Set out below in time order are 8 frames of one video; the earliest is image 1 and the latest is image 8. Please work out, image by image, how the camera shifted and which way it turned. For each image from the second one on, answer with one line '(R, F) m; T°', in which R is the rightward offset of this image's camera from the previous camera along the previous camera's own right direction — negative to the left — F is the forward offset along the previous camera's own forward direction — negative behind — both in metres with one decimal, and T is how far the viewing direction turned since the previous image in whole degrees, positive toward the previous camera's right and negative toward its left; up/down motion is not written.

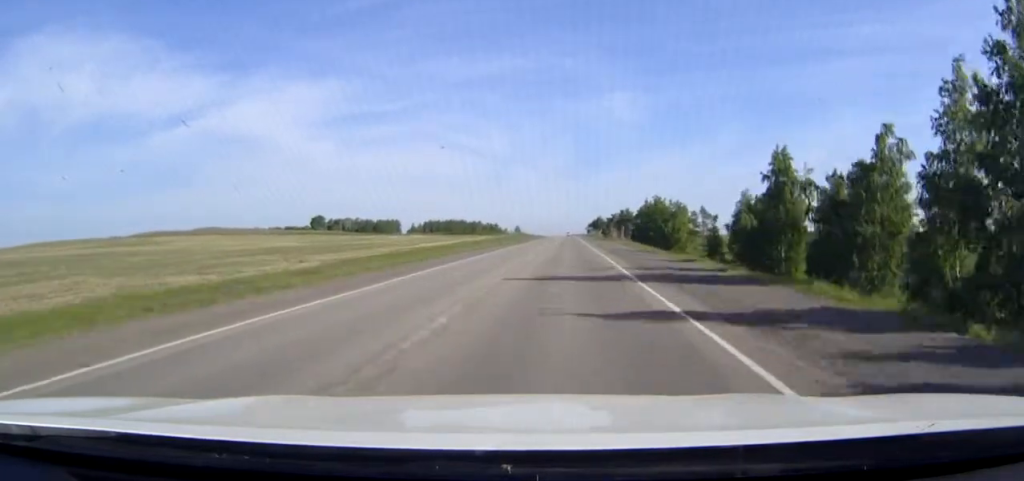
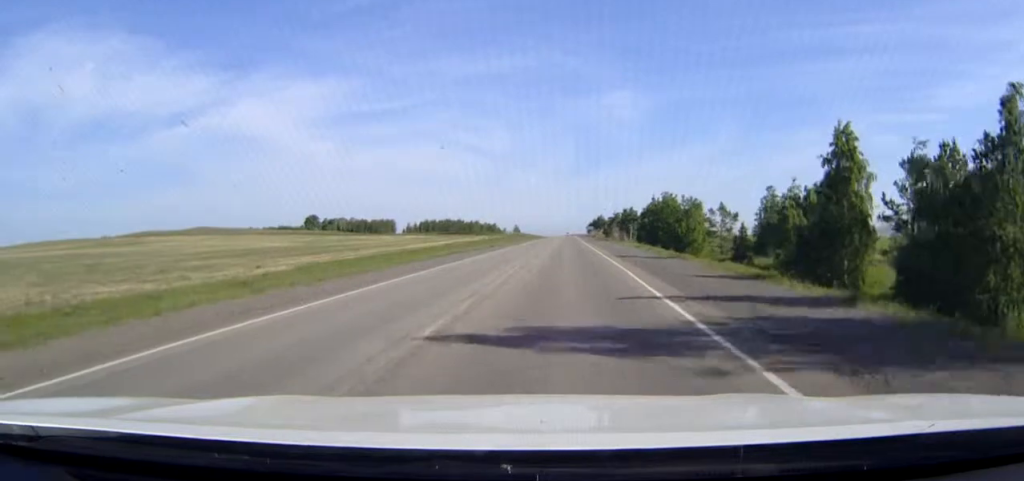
(0.0, +11.9) m; 0°
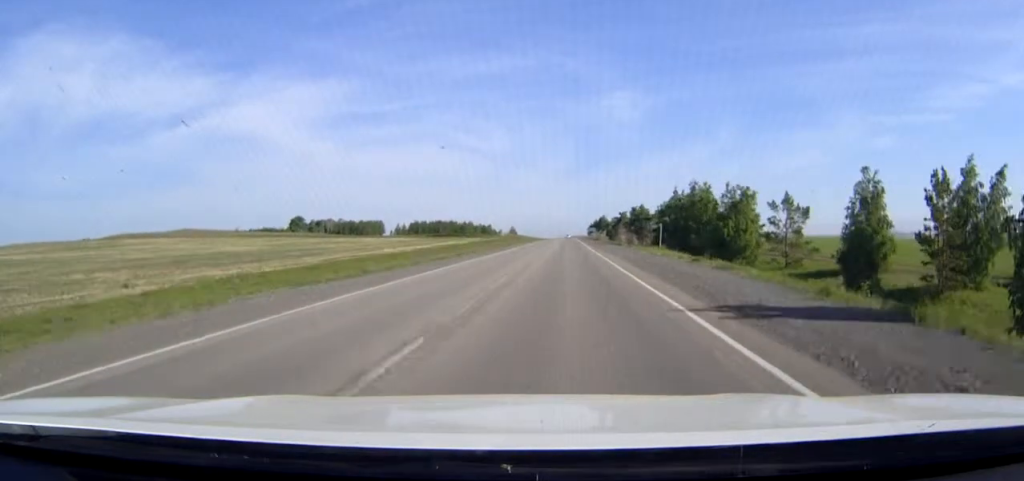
(0.0, +26.5) m; 0°
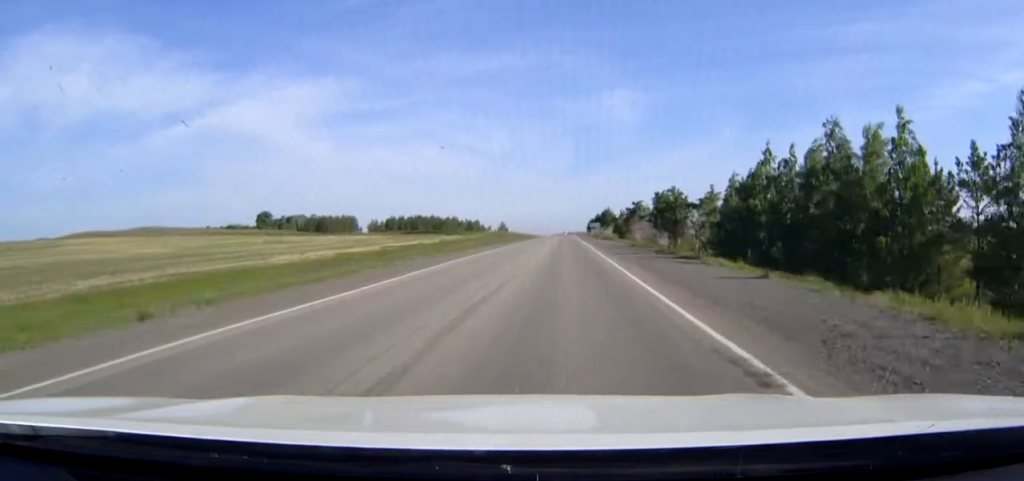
(+0.1, +48.0) m; 0°
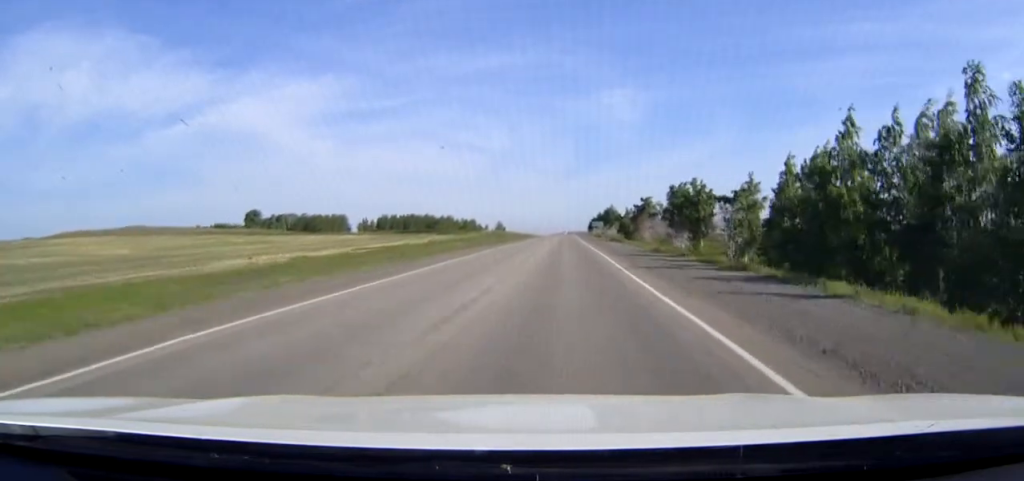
(0.0, +16.3) m; 0°
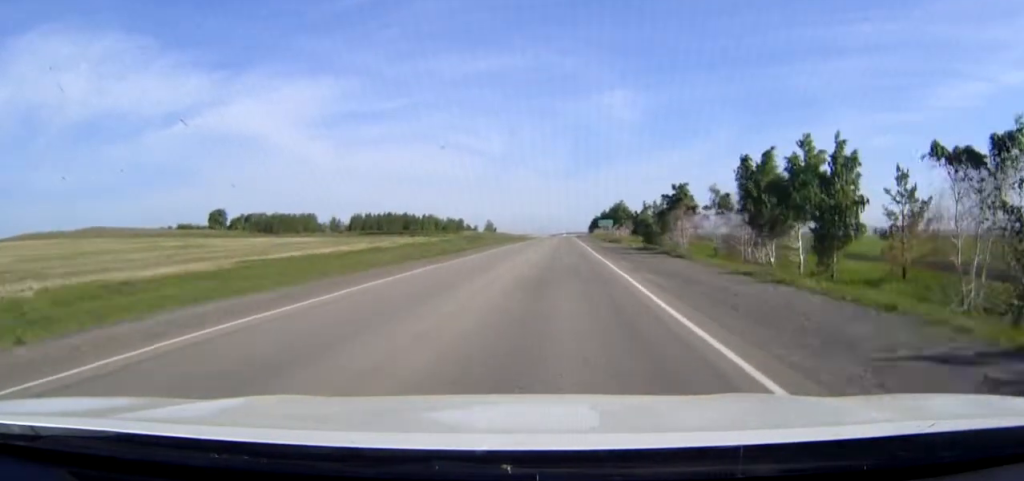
(0.0, +41.3) m; 0°
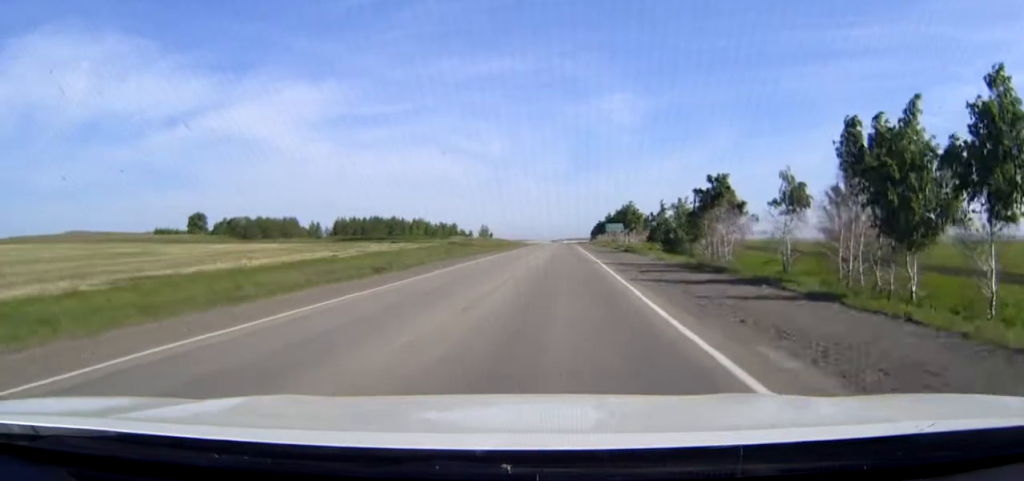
(0.0, +22.5) m; 0°
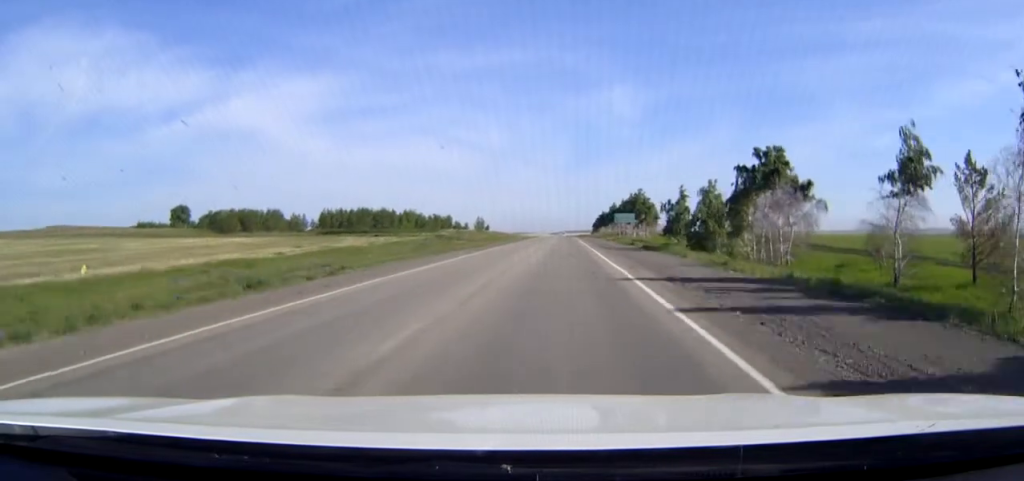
(0.0, +17.2) m; 0°
